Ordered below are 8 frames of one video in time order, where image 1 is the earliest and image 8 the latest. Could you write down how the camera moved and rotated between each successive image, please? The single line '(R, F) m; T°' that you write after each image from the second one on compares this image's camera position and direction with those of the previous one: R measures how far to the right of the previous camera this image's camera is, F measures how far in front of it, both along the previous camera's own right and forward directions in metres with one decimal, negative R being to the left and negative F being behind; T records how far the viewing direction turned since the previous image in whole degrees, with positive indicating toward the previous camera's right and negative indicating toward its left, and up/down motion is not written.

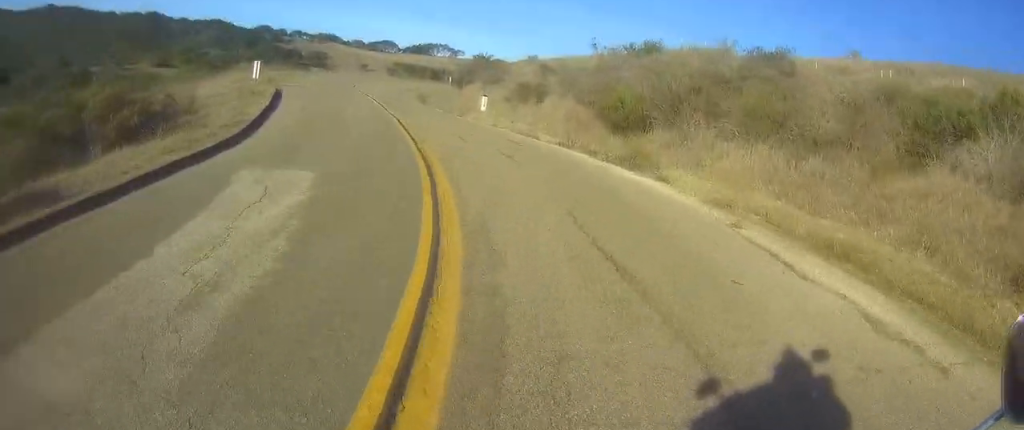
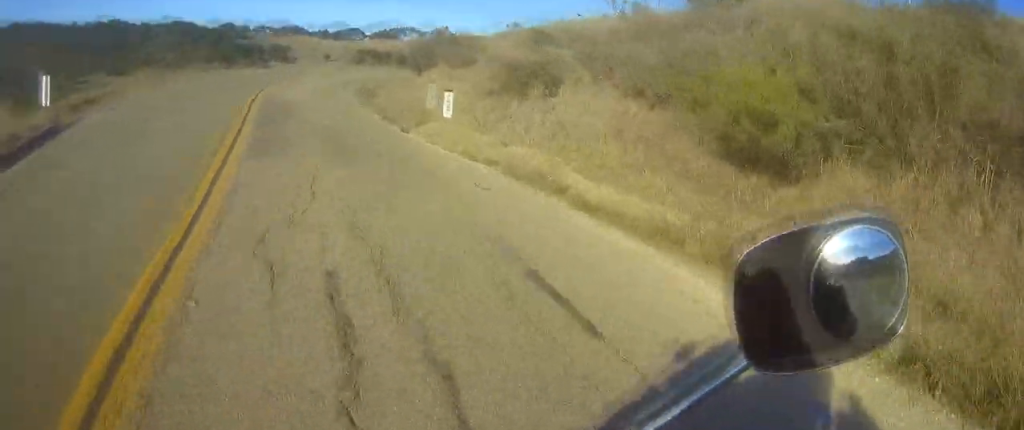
(-2.1, +12.6) m; -13°
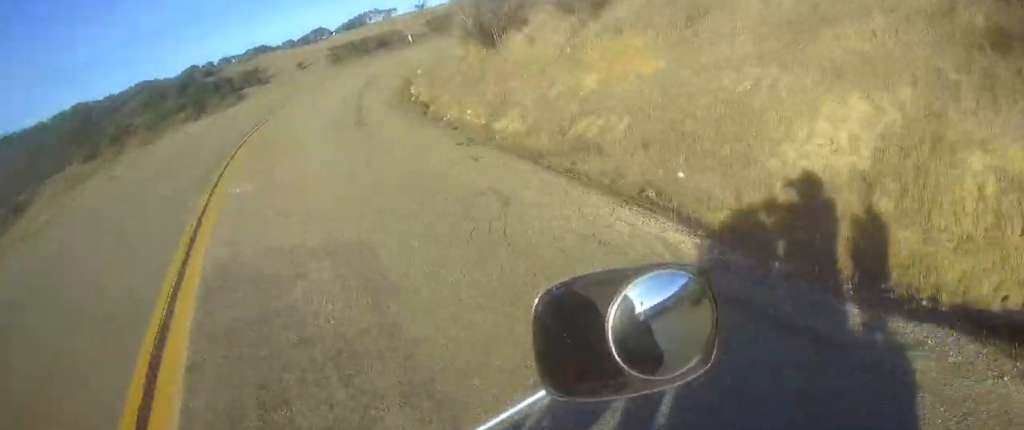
(-1.1, +14.8) m; -6°
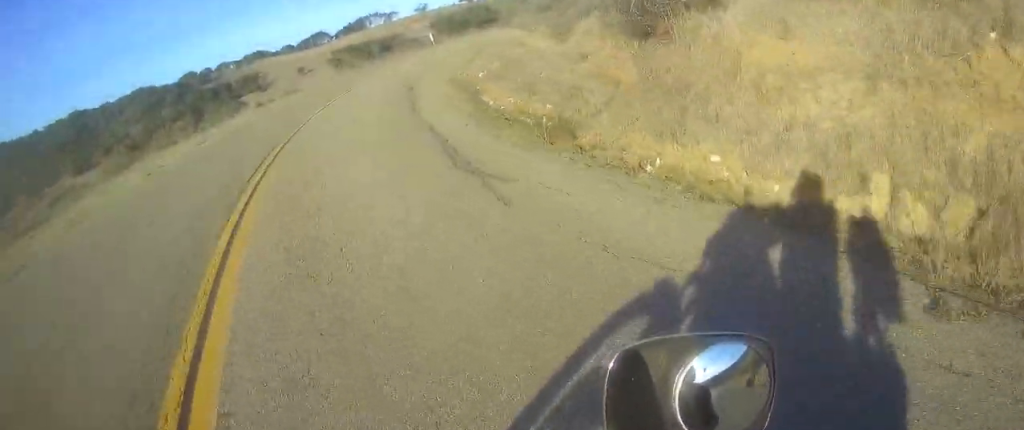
(0.0, +7.4) m; 0°
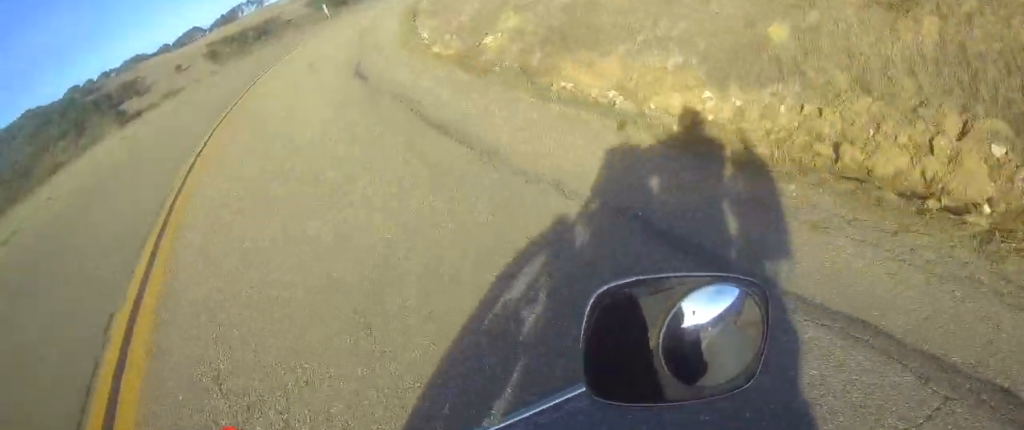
(0.0, +10.0) m; +7°
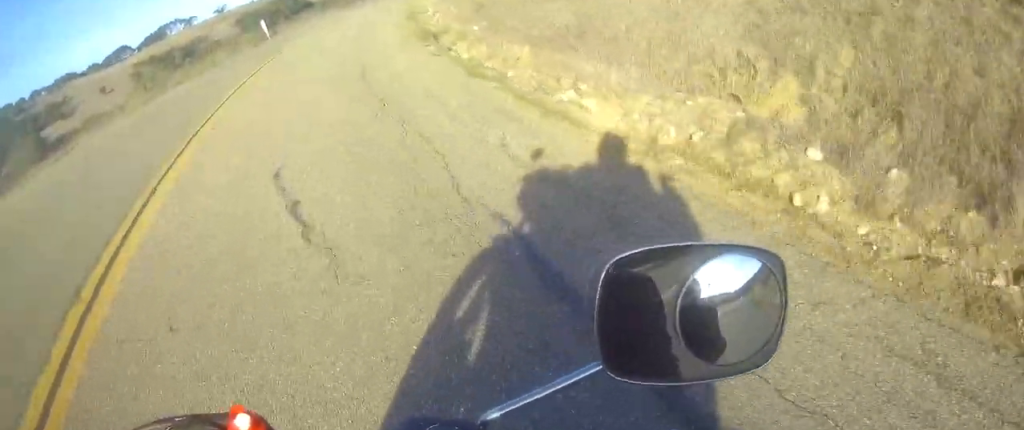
(+1.4, +11.5) m; +15°
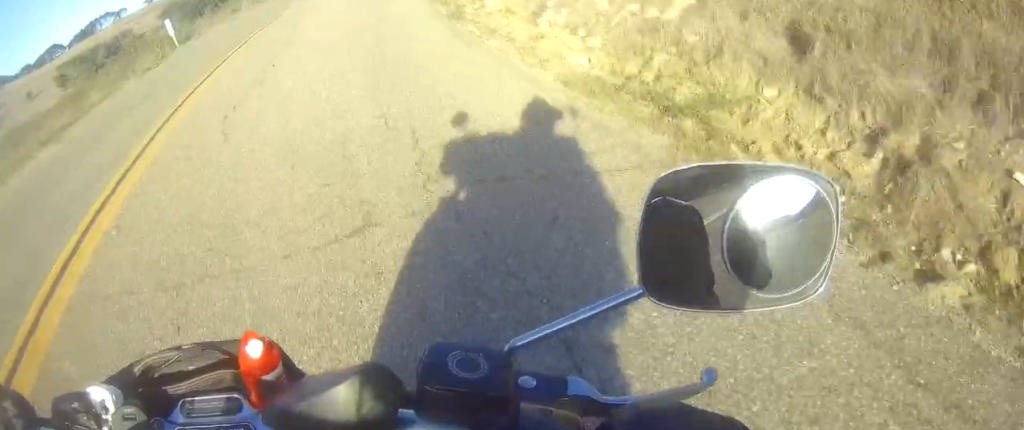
(+1.7, +11.9) m; +10°
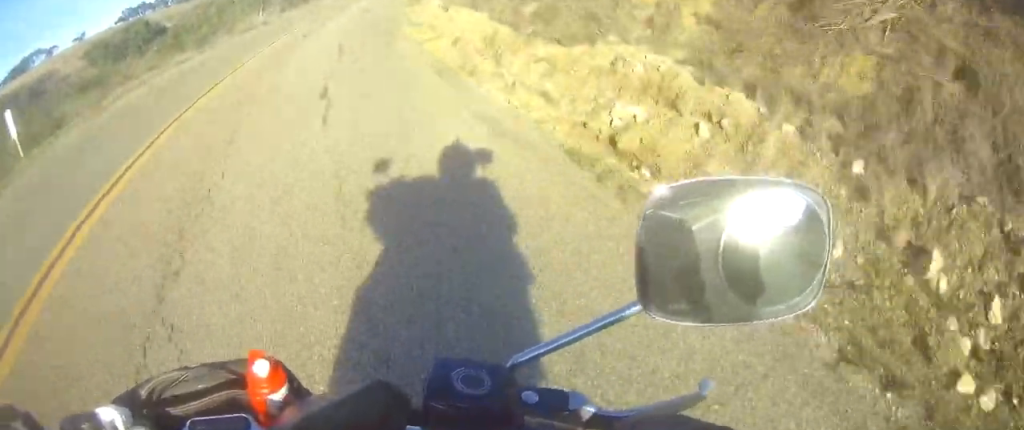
(+0.2, +9.3) m; +1°
